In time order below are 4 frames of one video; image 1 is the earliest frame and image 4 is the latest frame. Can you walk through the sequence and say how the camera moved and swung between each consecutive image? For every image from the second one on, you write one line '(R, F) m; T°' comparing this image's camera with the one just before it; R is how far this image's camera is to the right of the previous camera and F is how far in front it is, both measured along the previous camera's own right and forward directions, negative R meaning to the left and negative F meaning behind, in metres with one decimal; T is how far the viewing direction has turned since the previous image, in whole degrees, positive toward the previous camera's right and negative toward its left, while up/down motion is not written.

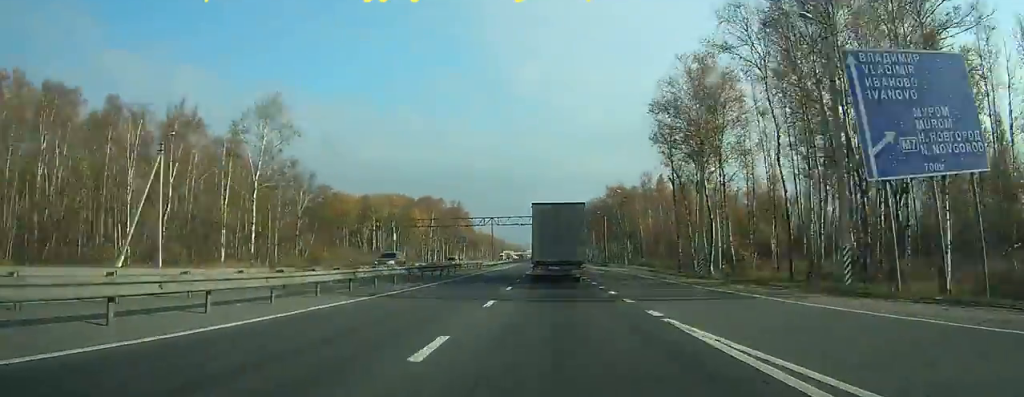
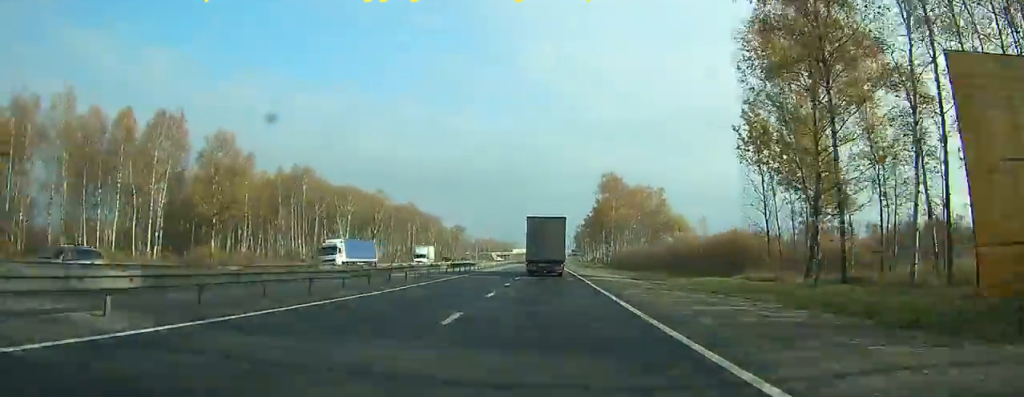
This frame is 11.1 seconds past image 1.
(-1.3, +255.5) m; 0°
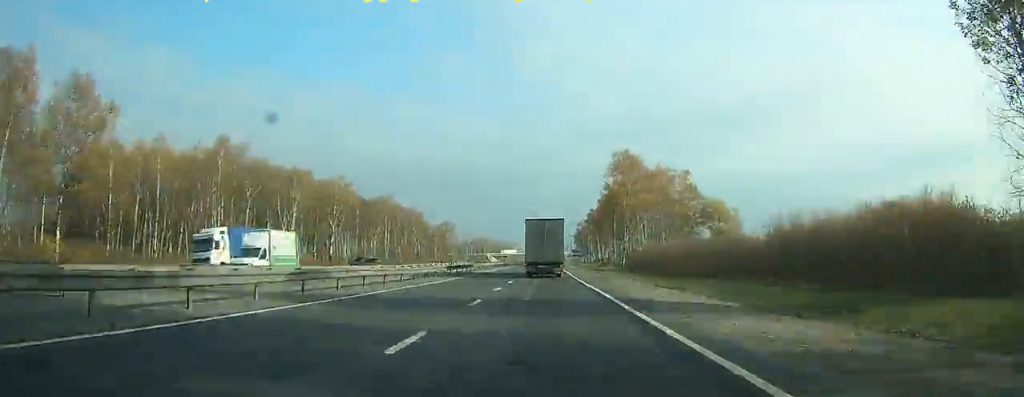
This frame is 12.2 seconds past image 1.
(0.0, +25.3) m; 0°
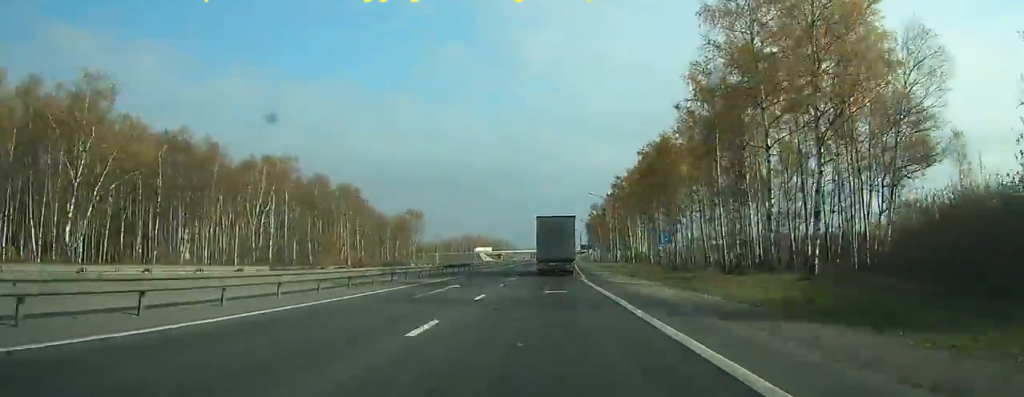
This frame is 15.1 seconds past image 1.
(+0.3, +70.3) m; +1°
